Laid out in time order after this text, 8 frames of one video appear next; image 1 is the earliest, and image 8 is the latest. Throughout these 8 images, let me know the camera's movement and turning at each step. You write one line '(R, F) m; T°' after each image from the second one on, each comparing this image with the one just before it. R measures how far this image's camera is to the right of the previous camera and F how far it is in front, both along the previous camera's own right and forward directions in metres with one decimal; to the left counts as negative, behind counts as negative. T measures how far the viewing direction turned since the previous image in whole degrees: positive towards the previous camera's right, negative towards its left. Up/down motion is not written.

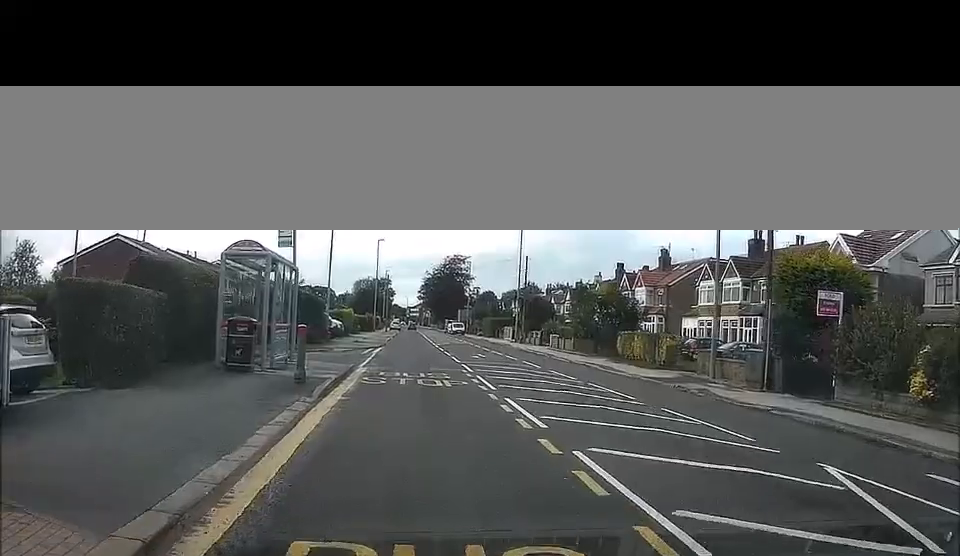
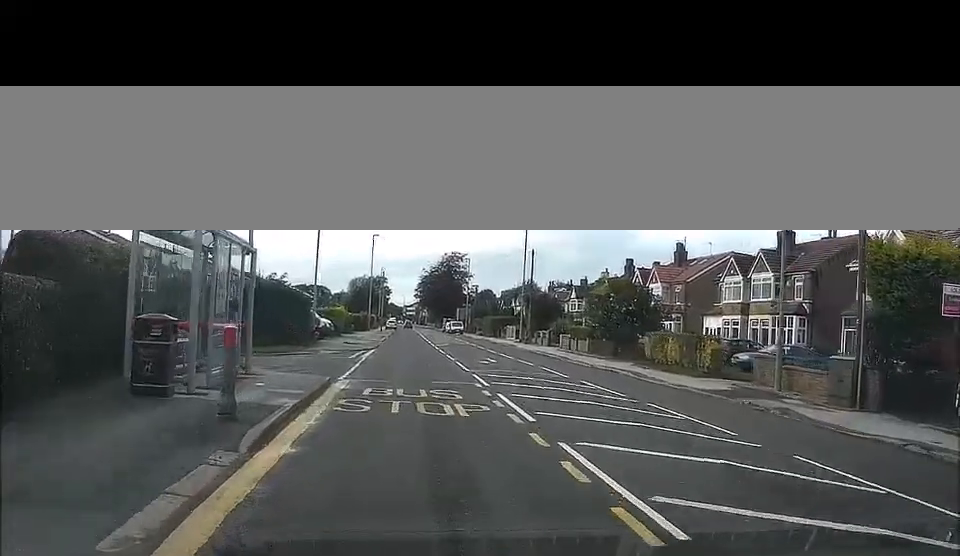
(0.0, +5.6) m; 0°
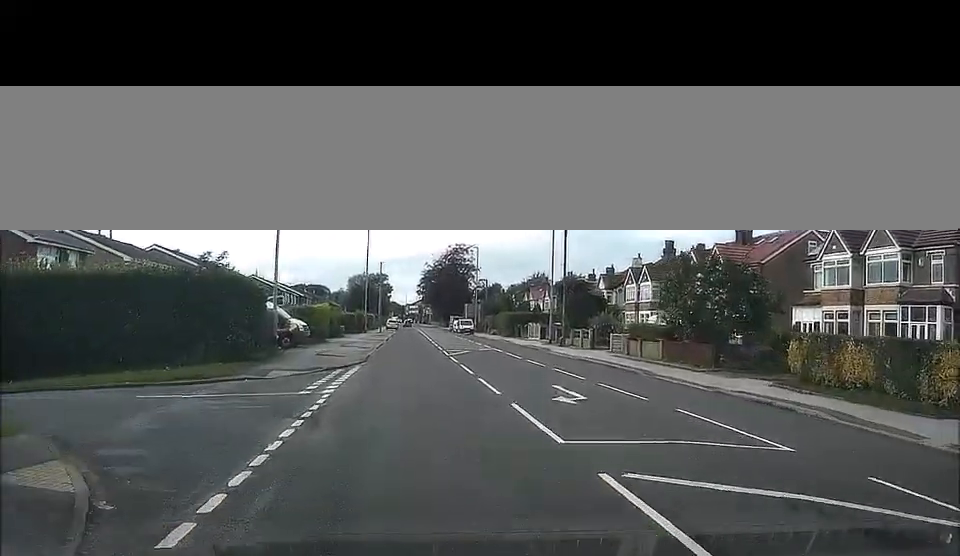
(0.0, +14.3) m; -1°
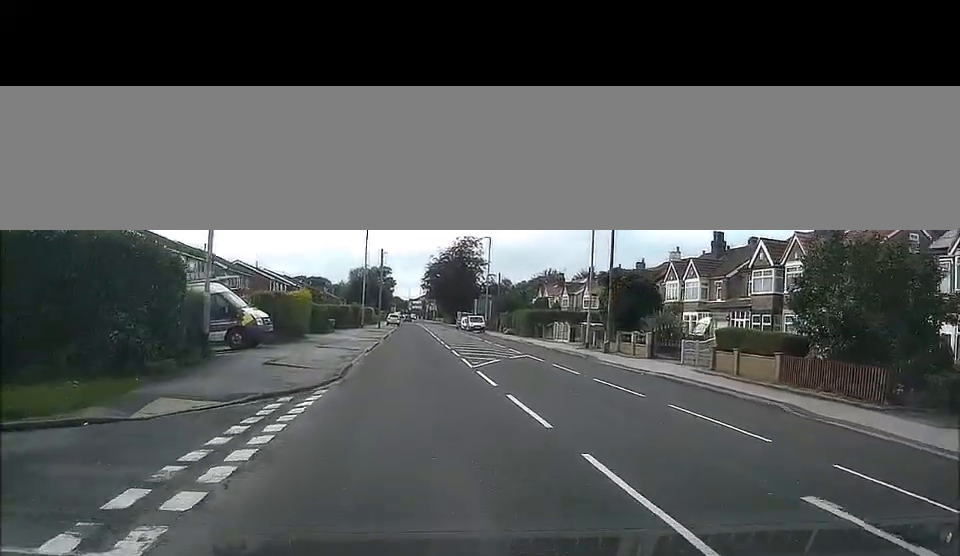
(-0.3, +11.7) m; -1°
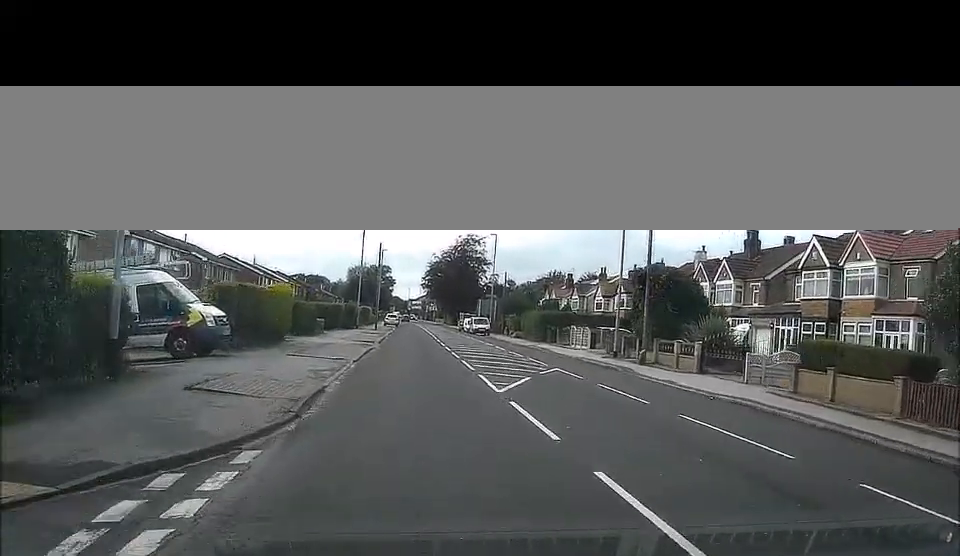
(-0.1, +6.8) m; 0°
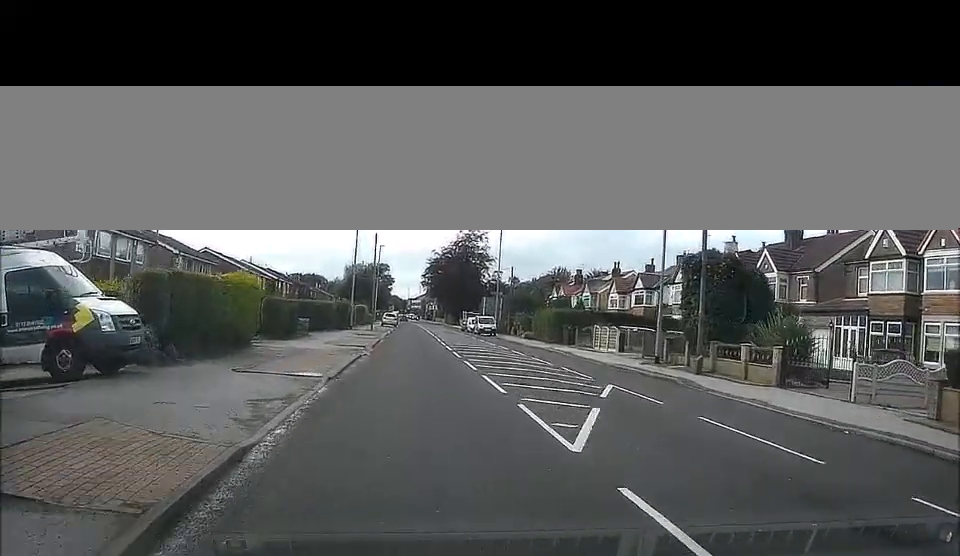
(+0.2, +7.2) m; +1°
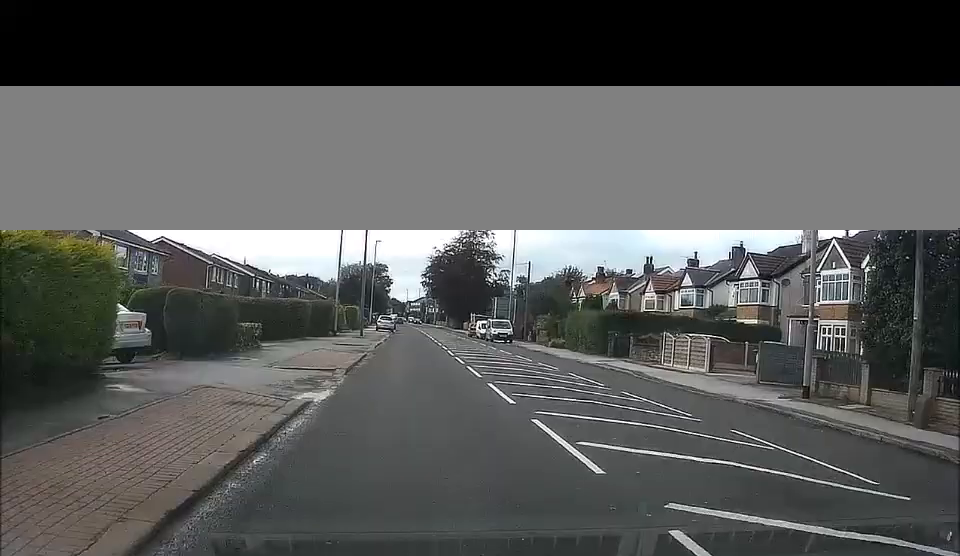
(+0.1, +13.5) m; 0°
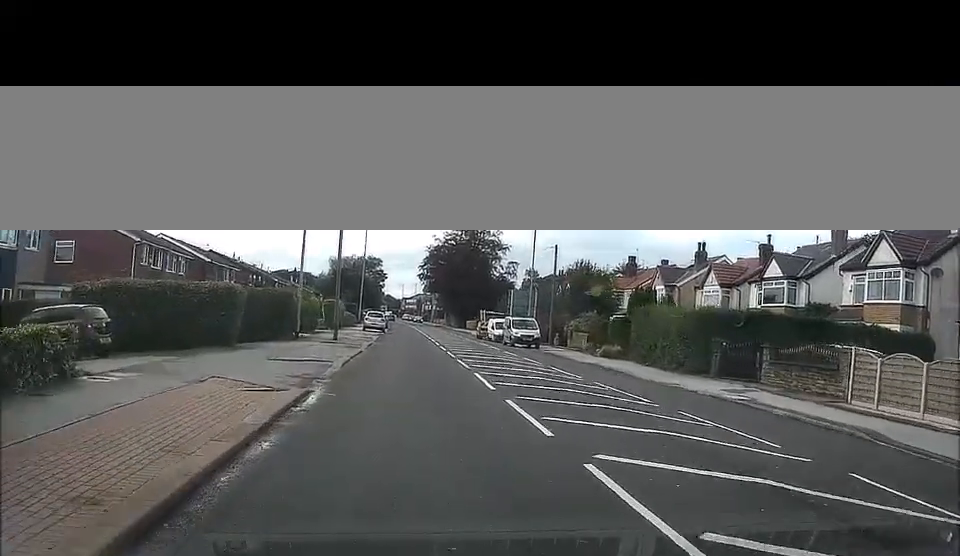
(0.0, +16.1) m; 0°
